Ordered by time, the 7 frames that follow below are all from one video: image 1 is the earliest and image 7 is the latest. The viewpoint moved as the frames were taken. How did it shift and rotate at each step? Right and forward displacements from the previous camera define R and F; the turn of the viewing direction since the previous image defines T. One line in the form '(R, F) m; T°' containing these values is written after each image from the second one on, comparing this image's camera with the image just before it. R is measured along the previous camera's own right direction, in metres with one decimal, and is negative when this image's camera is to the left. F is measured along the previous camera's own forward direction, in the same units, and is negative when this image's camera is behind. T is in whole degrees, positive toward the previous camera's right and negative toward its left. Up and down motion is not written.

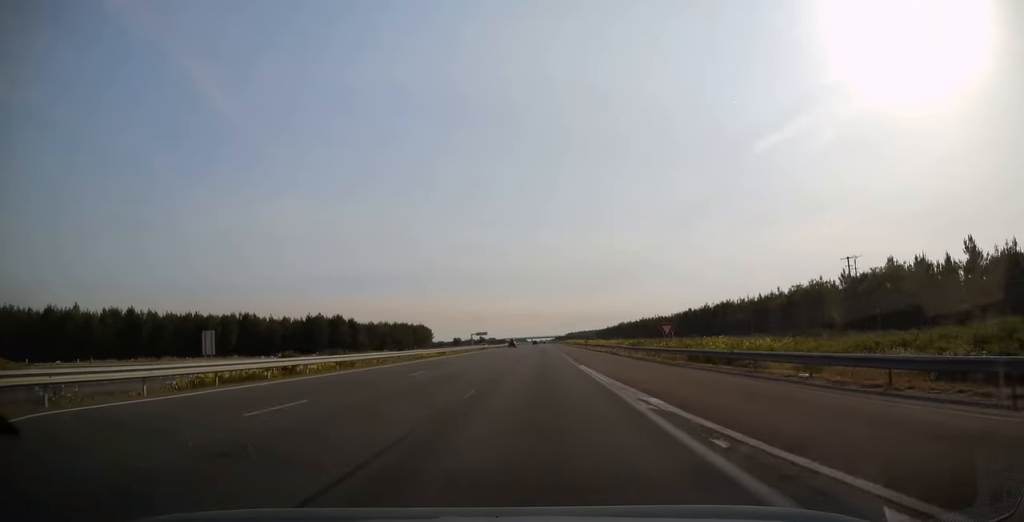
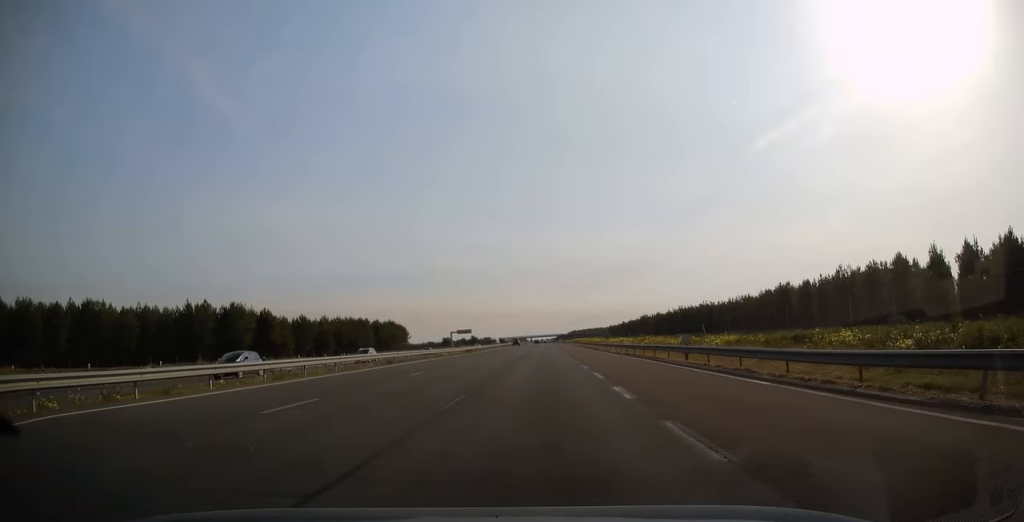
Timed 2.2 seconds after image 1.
(-0.1, +64.7) m; 0°
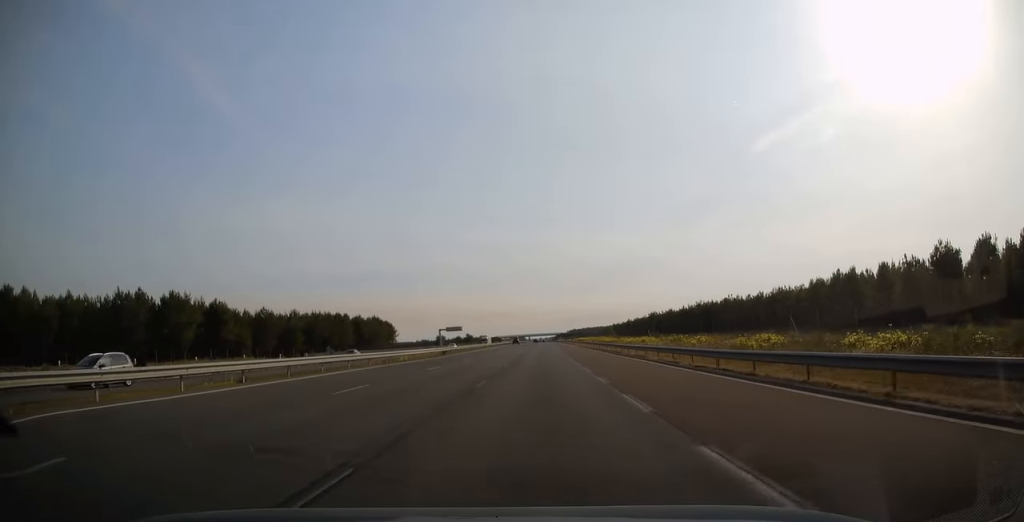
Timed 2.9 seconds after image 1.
(0.0, +21.7) m; 0°
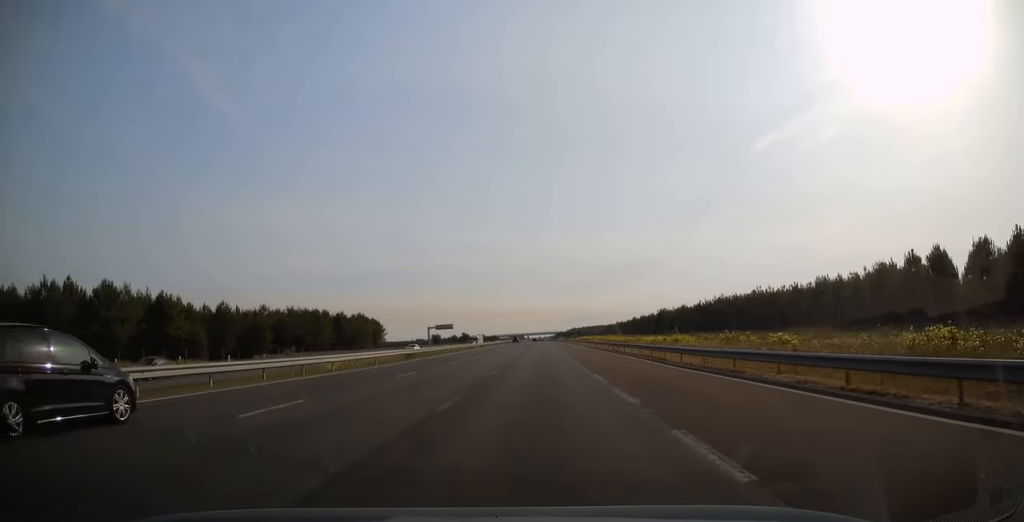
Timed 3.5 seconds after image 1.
(0.0, +18.2) m; 0°
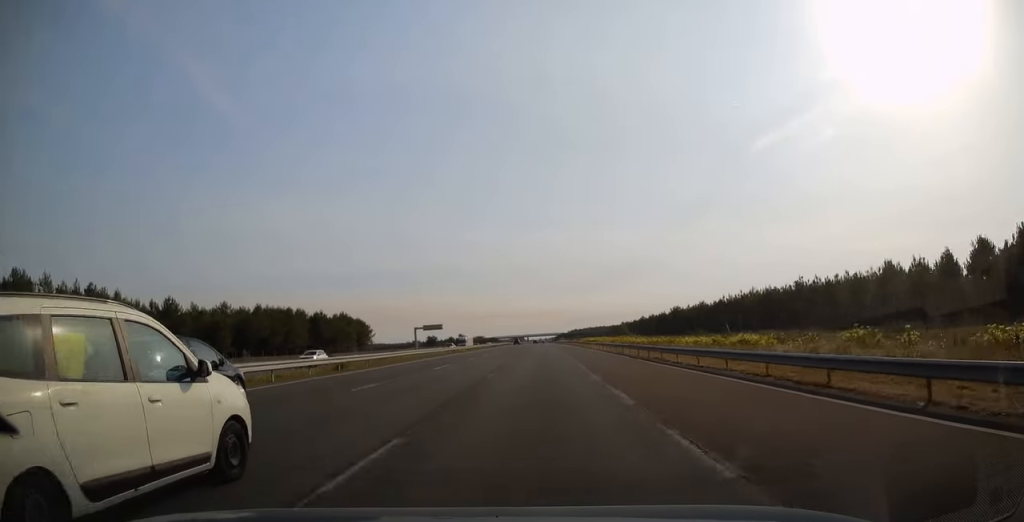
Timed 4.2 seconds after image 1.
(+0.1, +19.2) m; 0°
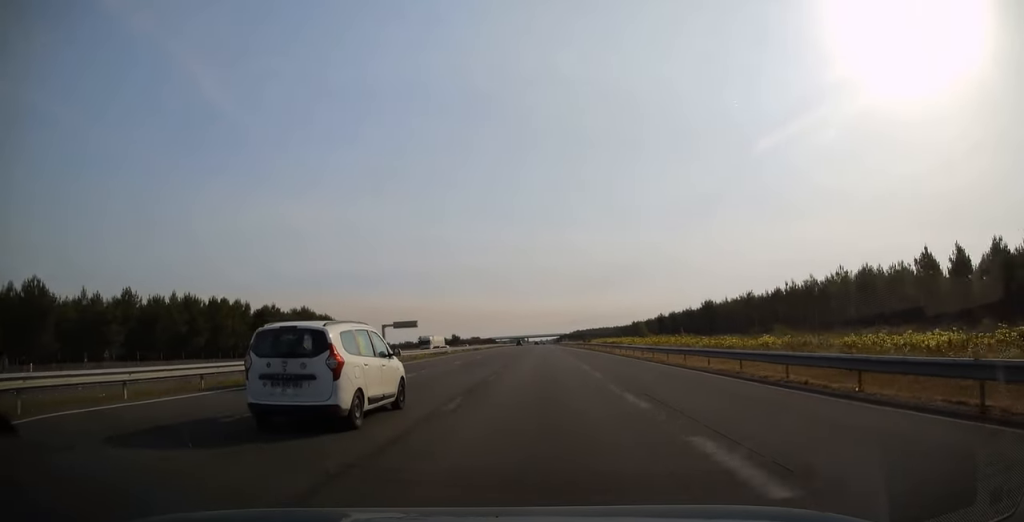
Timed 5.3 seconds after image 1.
(-0.3, +33.6) m; 0°
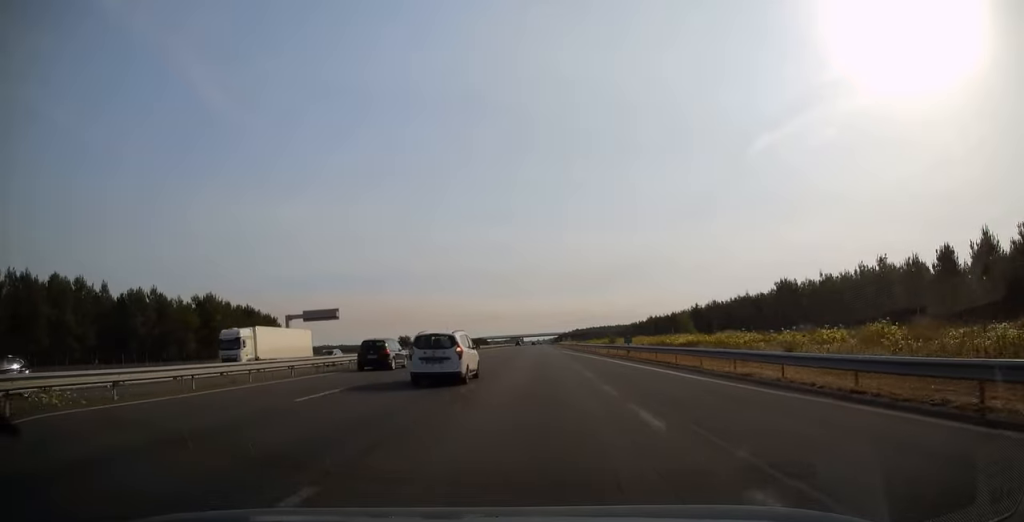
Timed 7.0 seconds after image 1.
(+0.5, +48.3) m; +1°
